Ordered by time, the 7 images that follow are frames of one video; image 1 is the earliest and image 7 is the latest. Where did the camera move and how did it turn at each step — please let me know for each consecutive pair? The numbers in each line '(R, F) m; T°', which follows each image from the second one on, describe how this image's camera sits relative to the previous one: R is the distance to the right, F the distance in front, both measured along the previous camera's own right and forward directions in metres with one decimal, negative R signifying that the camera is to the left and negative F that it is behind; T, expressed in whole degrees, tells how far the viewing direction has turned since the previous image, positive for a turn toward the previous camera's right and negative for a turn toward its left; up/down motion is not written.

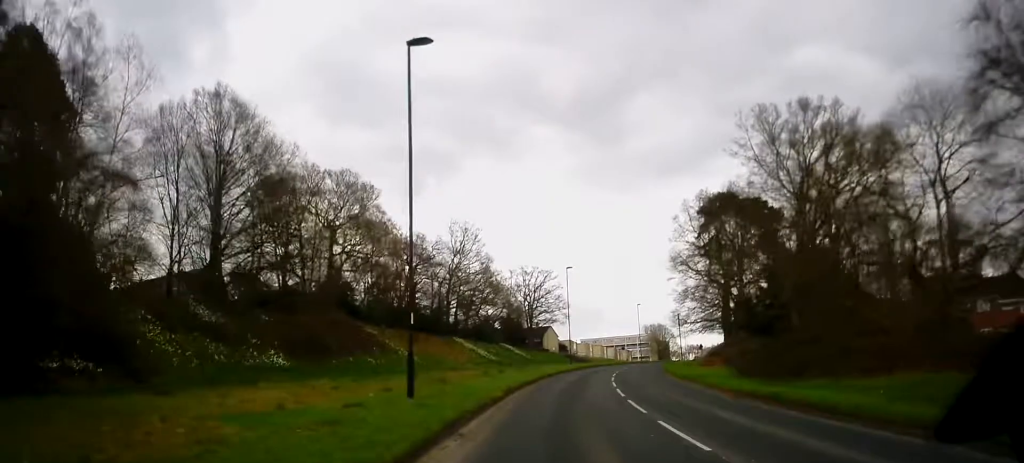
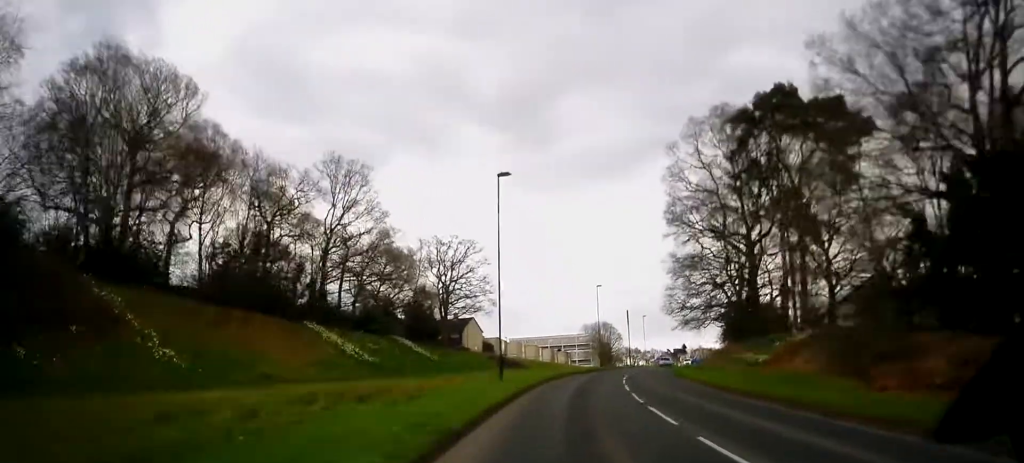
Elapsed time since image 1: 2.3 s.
(+1.9, +33.2) m; +7°
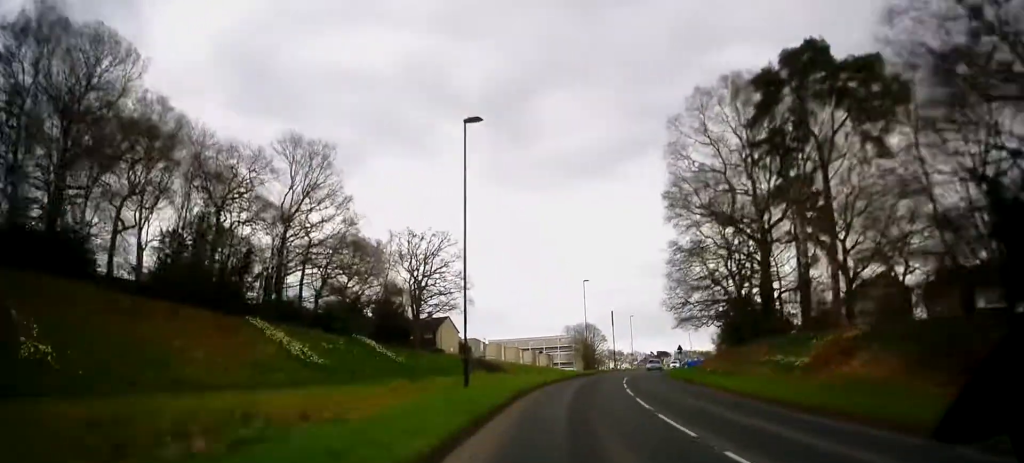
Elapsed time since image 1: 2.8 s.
(+0.1, +7.7) m; +2°
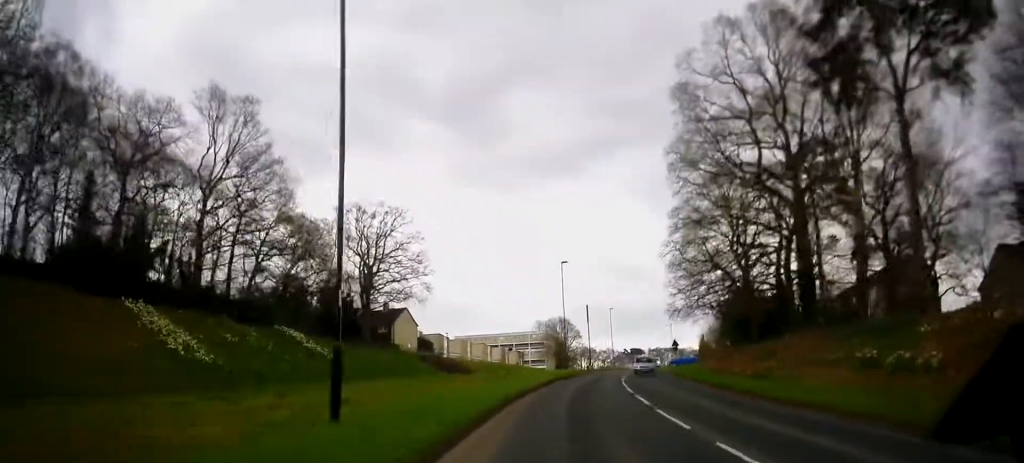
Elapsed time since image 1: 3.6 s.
(+0.2, +11.8) m; +3°
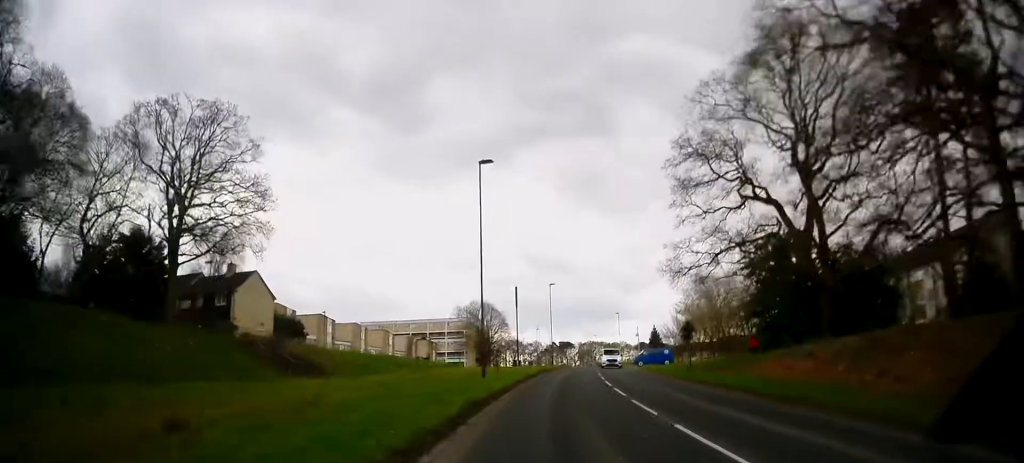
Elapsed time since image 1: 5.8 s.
(+1.9, +28.9) m; +7°
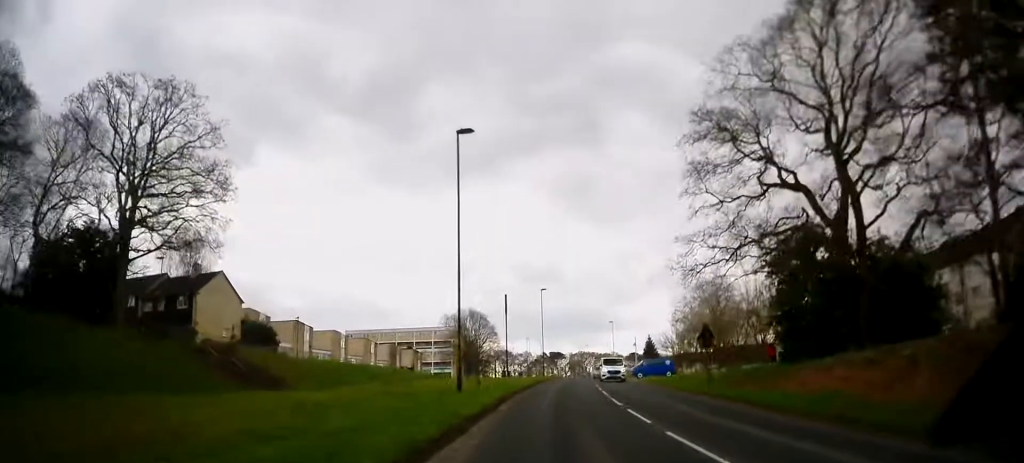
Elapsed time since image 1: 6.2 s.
(0.0, +5.4) m; +1°
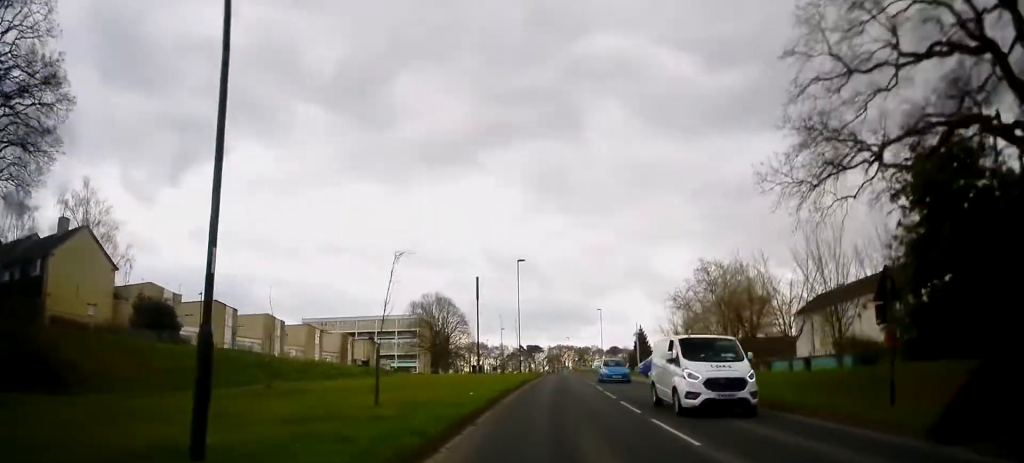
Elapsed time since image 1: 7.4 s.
(+0.7, +16.6) m; +2°
